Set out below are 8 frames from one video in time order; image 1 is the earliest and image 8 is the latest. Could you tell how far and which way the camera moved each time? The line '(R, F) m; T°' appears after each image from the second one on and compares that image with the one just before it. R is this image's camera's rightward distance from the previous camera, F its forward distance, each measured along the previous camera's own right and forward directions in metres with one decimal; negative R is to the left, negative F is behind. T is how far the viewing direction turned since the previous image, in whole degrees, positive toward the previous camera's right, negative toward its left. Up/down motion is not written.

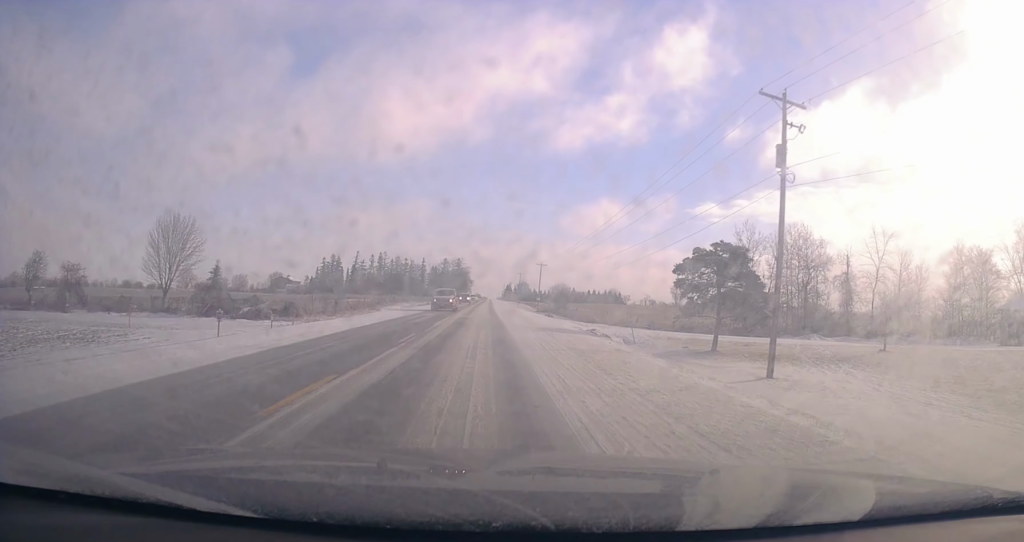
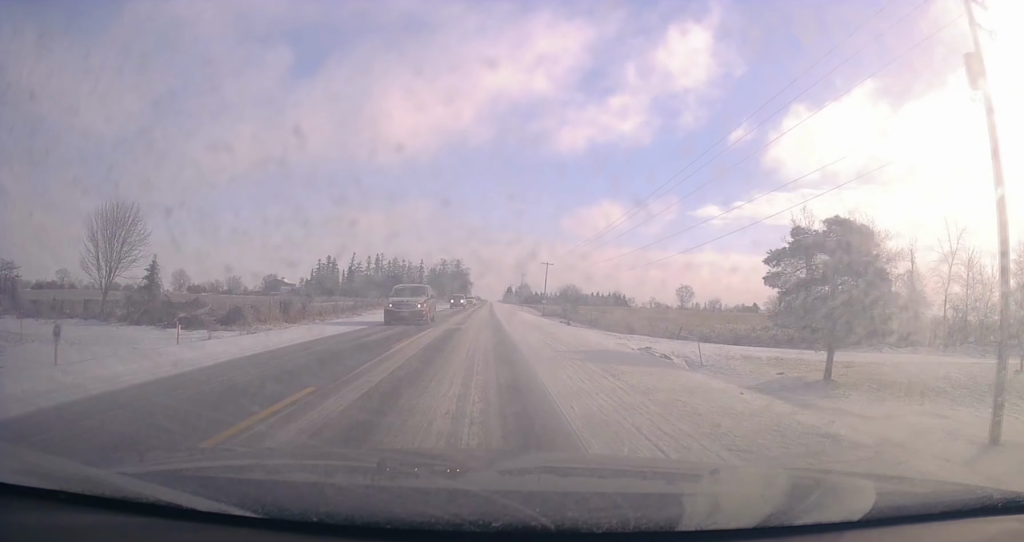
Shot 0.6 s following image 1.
(-0.1, +10.7) m; +1°
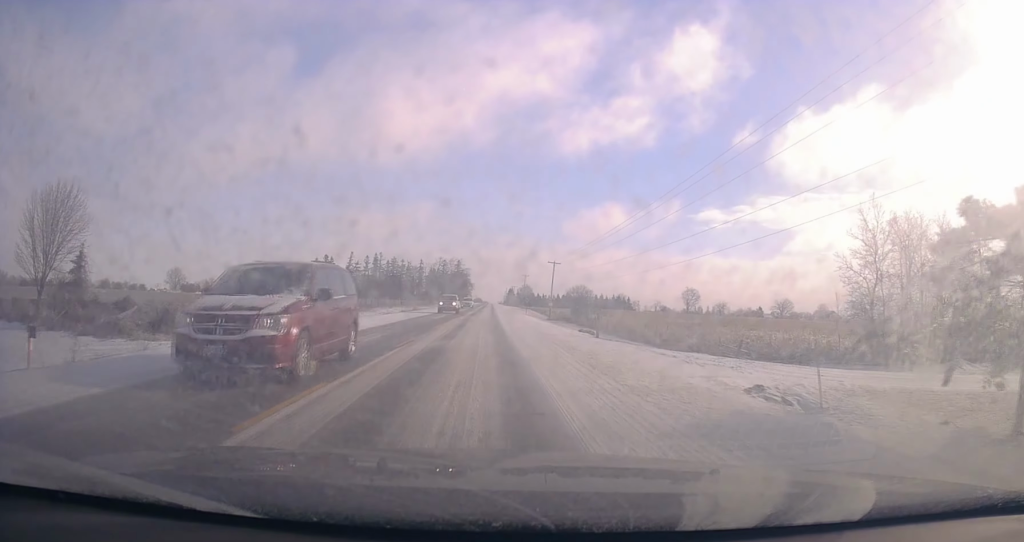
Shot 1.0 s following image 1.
(-0.3, +8.4) m; +2°
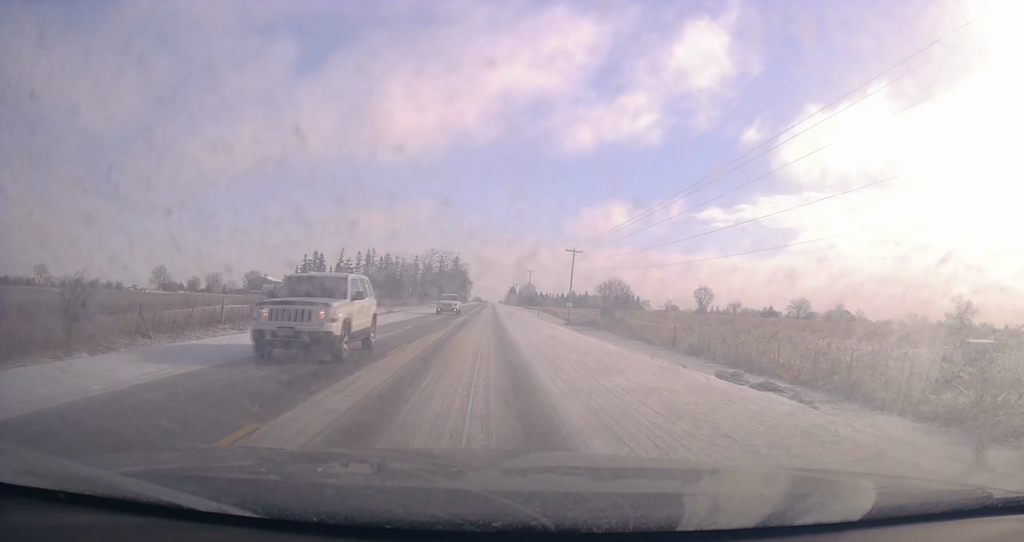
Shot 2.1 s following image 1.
(+1.3, +21.3) m; +1°
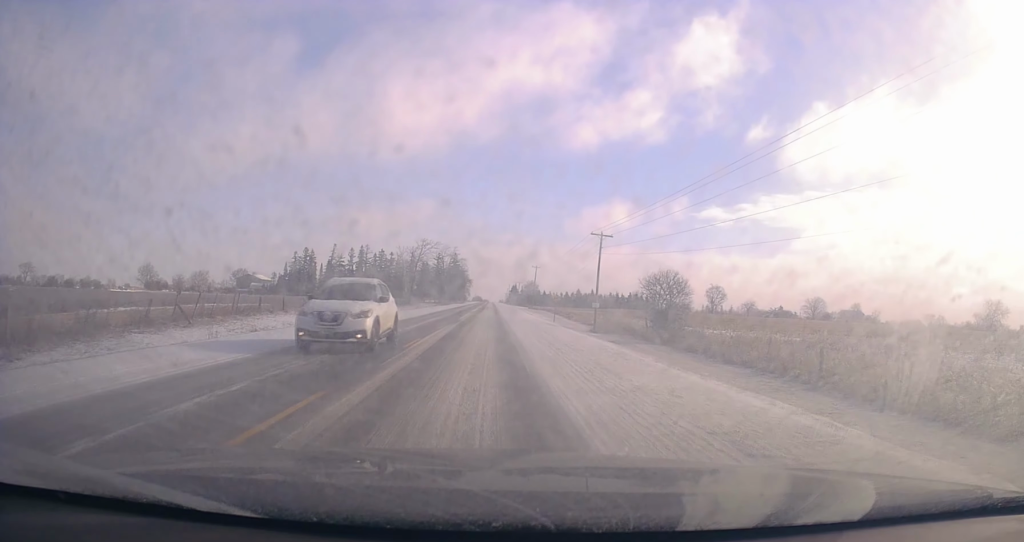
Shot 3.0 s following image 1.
(-1.0, +17.1) m; -1°
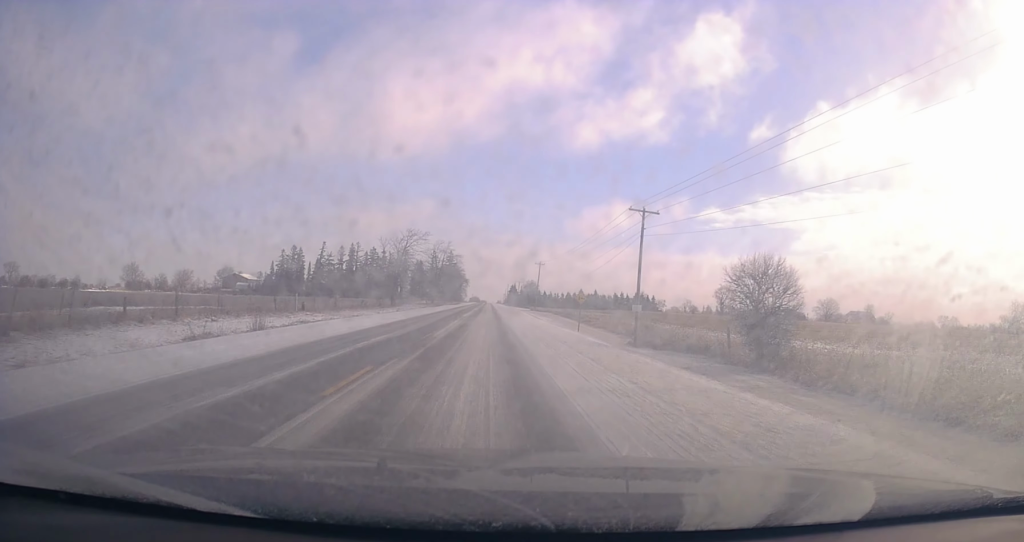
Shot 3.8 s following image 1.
(+0.3, +16.3) m; 0°
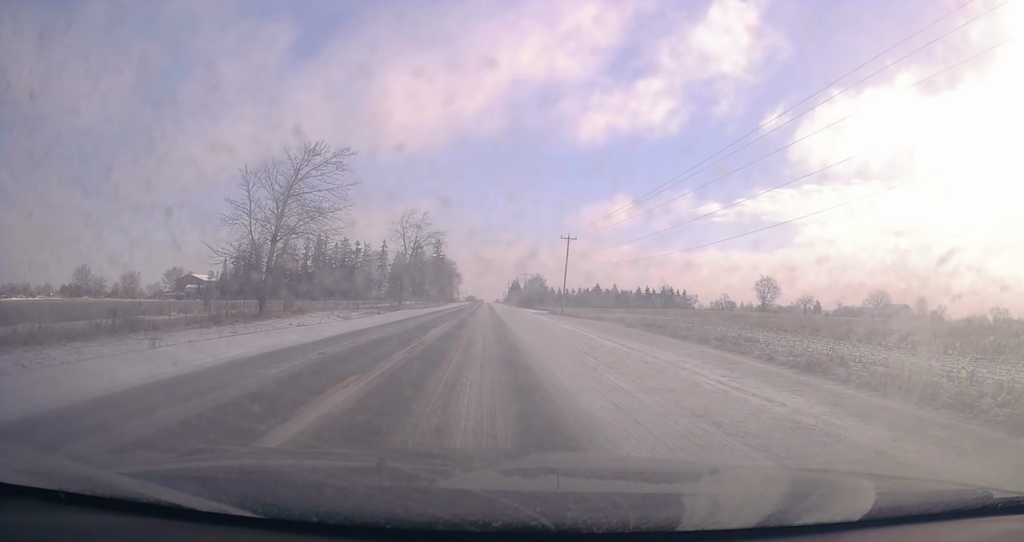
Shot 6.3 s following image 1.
(-0.5, +49.6) m; +1°
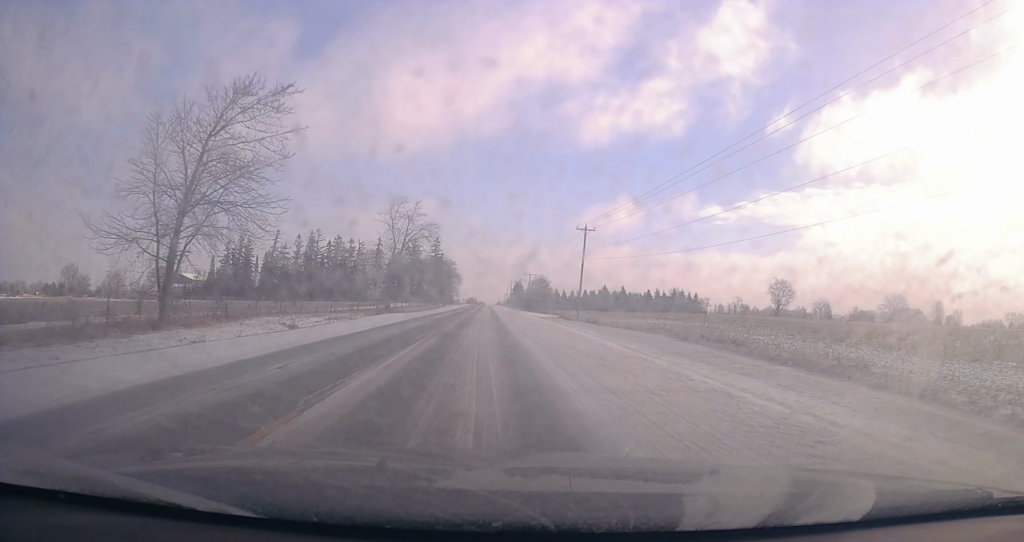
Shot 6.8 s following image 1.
(+0.3, +12.0) m; 0°
